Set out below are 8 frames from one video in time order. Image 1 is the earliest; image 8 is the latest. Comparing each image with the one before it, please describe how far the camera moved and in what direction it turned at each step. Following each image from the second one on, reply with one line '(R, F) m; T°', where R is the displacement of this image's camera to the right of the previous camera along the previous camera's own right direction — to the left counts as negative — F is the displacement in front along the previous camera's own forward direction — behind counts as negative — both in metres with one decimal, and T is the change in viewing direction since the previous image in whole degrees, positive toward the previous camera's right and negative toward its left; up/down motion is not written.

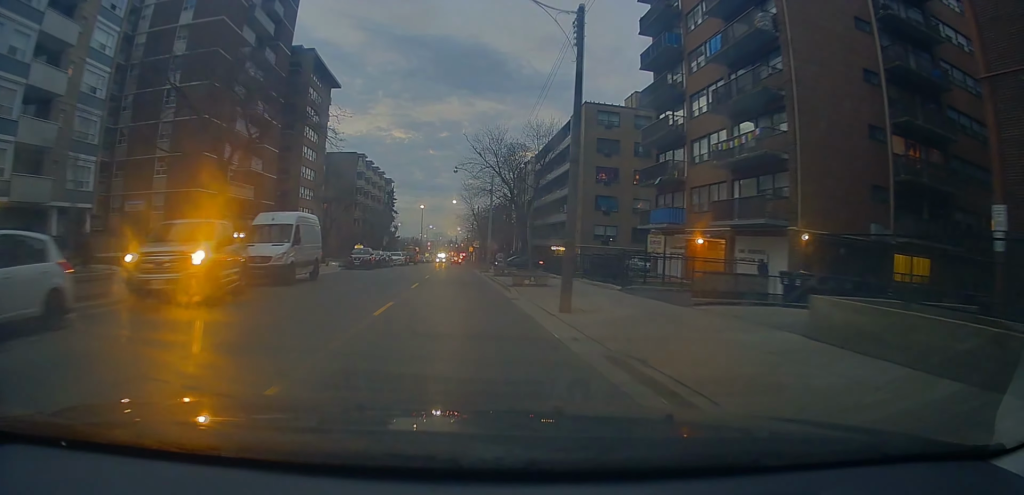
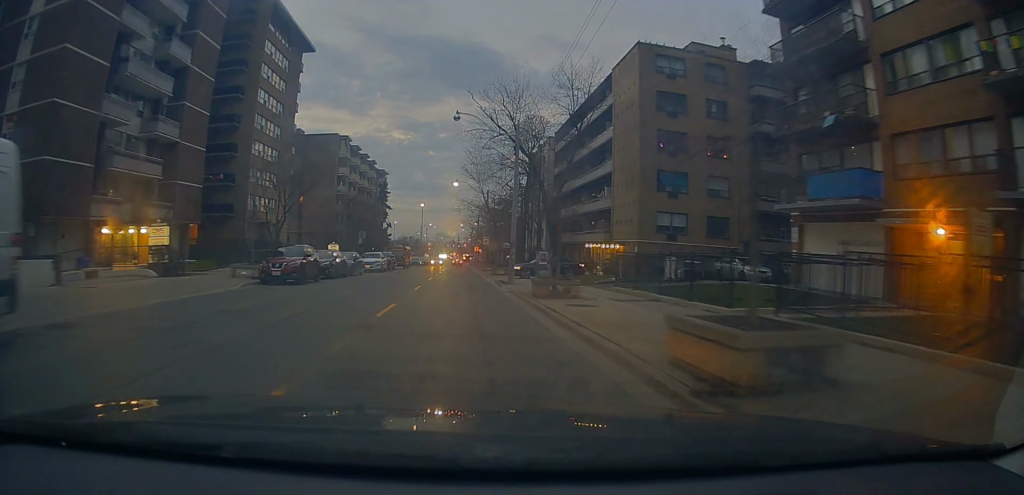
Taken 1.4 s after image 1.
(+0.4, +18.5) m; +1°
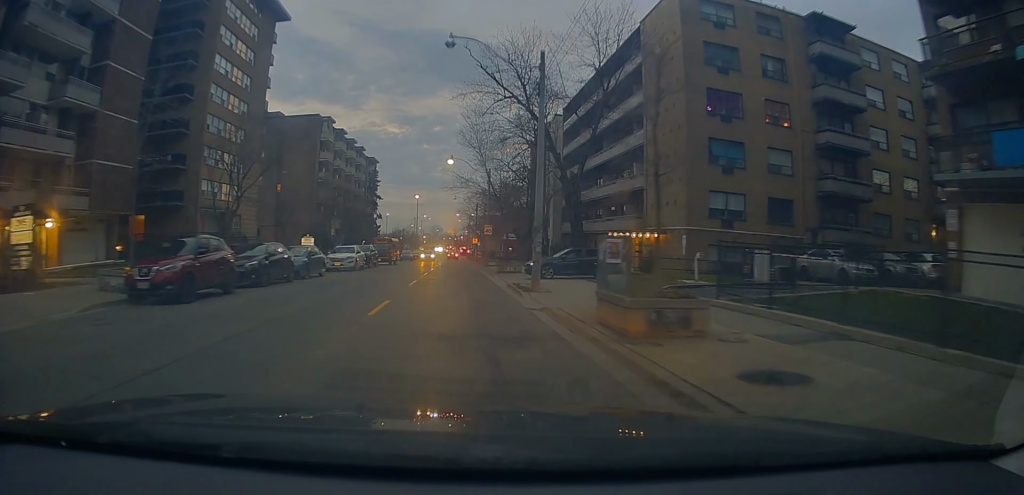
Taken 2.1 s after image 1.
(-0.2, +9.7) m; 0°
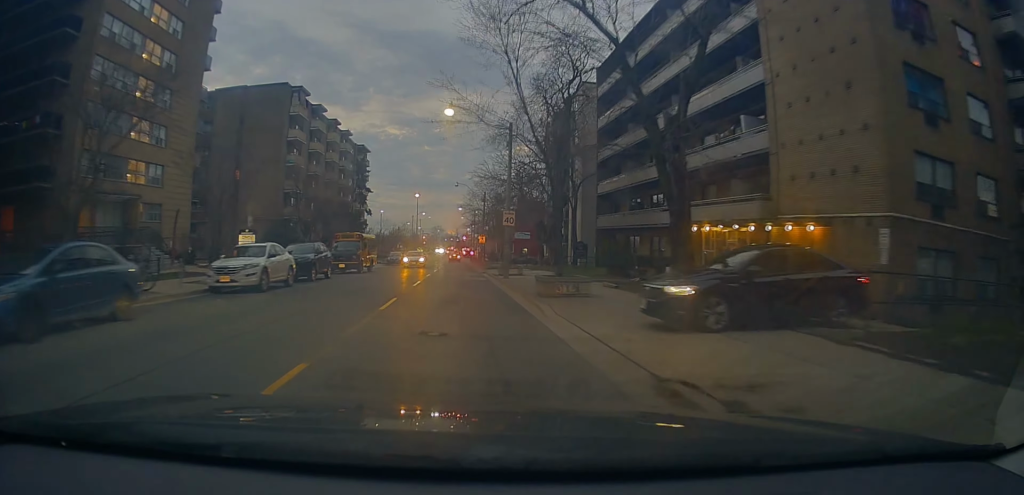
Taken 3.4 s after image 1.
(-0.2, +16.8) m; -2°
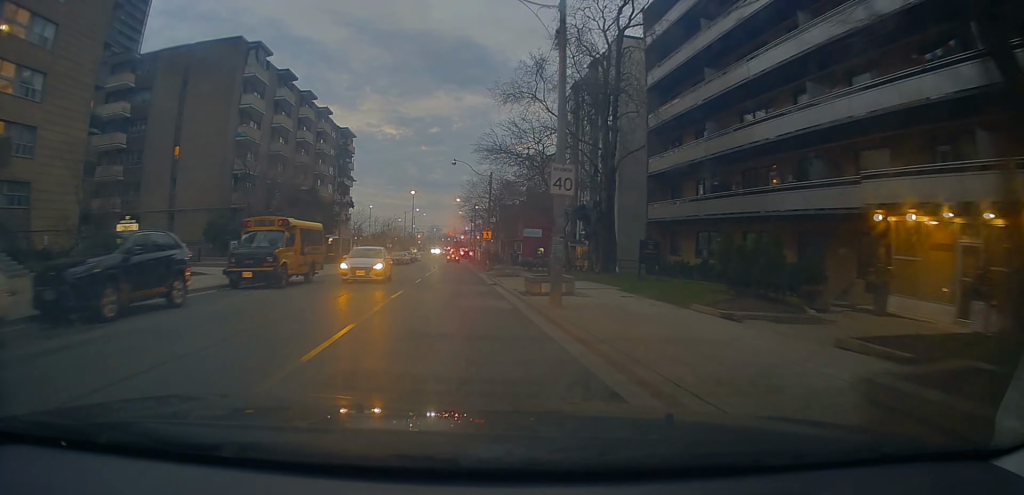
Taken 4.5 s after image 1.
(+0.1, +14.9) m; +2°
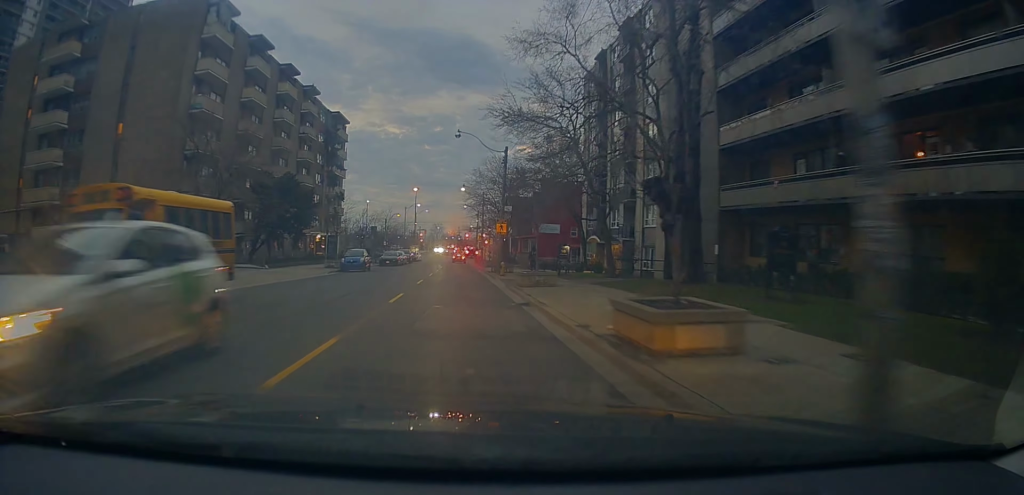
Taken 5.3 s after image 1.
(+0.2, +10.5) m; +2°
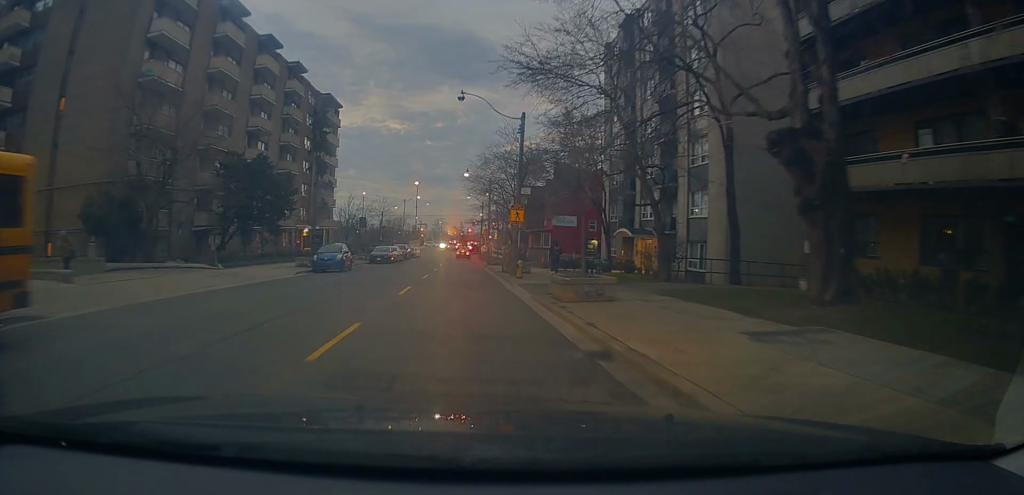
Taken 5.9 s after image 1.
(-0.3, +7.9) m; +1°
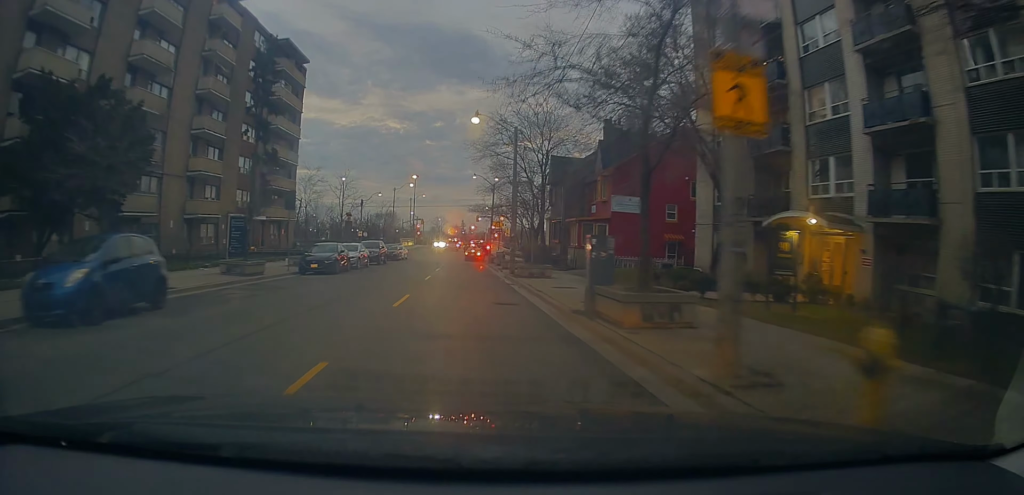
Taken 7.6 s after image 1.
(+0.2, +21.6) m; -2°
